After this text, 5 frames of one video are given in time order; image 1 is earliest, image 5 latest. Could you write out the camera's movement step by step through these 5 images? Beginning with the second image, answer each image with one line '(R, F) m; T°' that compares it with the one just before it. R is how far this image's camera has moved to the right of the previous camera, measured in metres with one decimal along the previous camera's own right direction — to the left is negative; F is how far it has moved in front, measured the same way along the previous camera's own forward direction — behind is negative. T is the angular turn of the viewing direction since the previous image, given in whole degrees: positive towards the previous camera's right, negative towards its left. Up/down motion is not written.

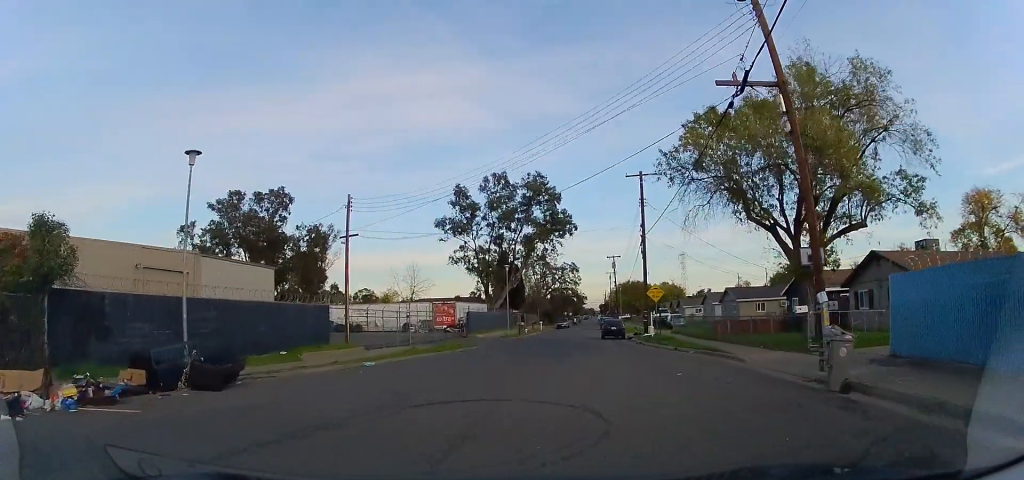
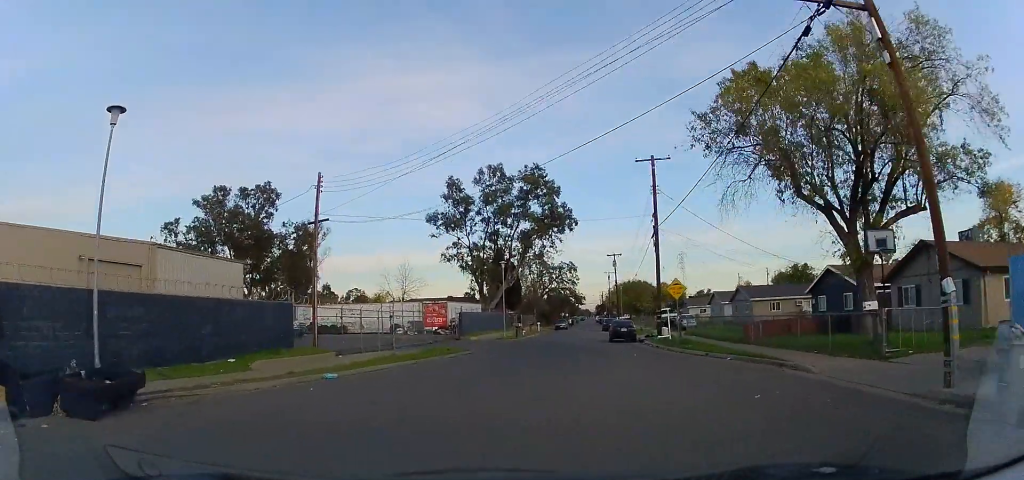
(0.0, +3.9) m; +1°
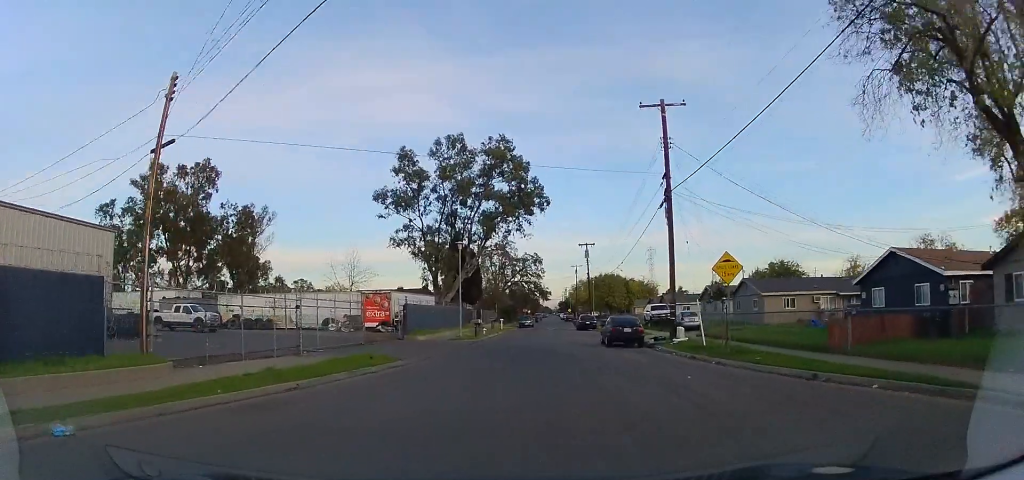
(+0.1, +9.0) m; +1°
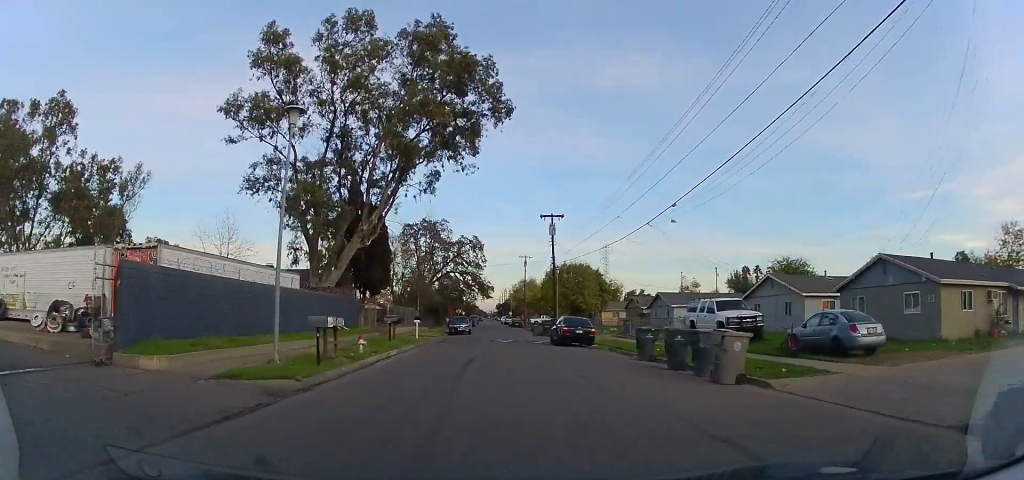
(+1.7, +24.4) m; +9°
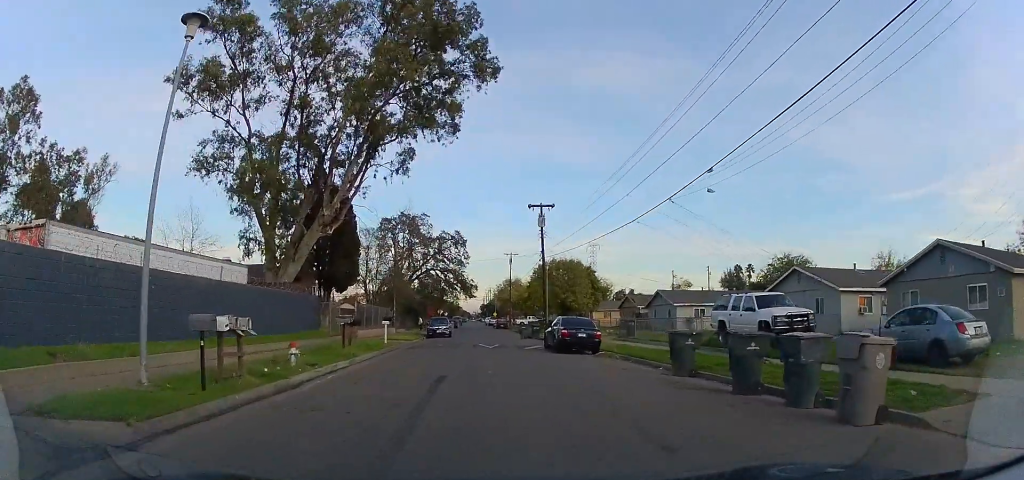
(0.0, +5.3) m; 0°
